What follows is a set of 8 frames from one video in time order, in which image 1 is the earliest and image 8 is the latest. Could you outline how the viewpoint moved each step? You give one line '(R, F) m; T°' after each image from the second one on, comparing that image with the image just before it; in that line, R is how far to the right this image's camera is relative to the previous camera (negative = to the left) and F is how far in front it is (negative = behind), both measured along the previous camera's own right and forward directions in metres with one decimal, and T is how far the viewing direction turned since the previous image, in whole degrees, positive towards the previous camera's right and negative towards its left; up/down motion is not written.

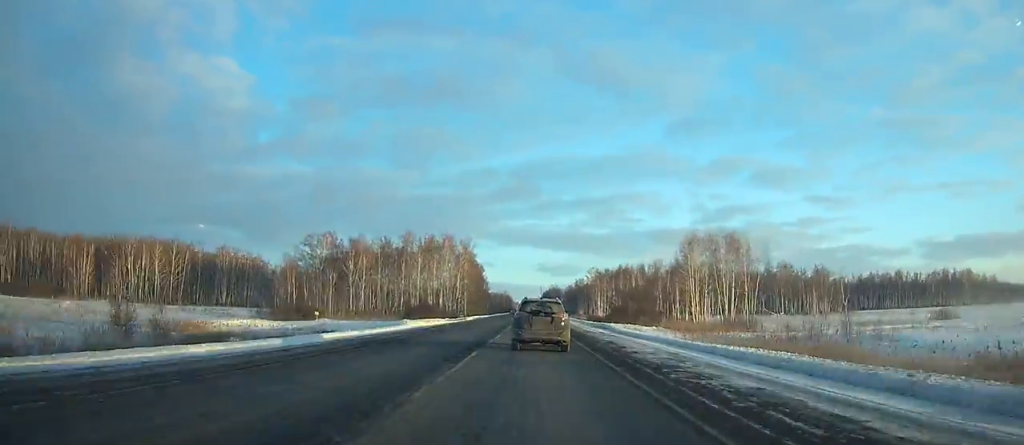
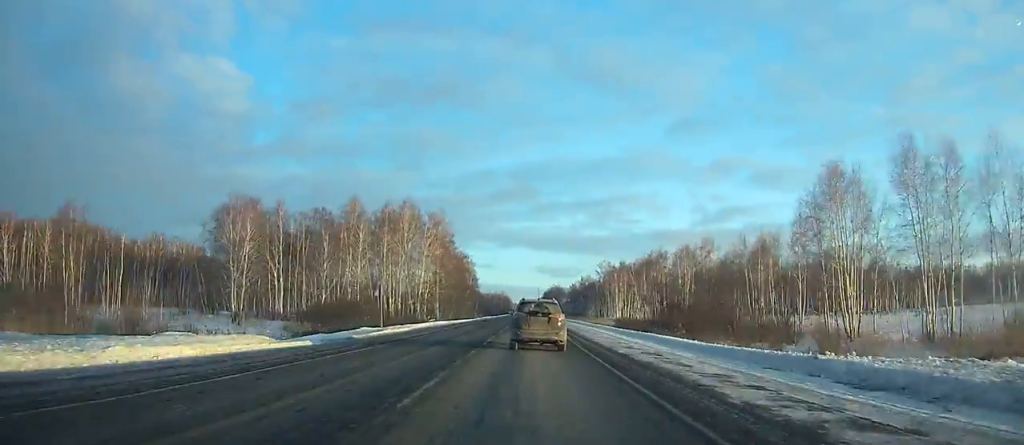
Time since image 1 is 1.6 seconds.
(+0.1, +45.9) m; 0°
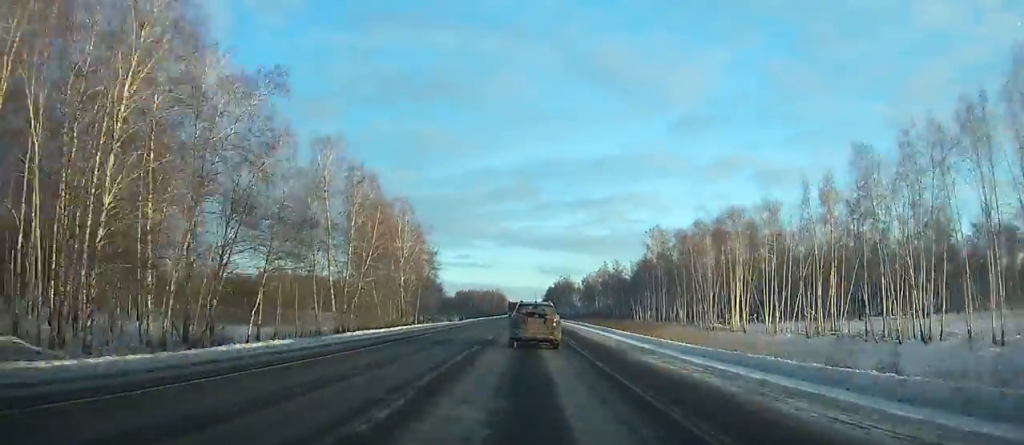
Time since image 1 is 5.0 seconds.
(-0.3, +98.1) m; 0°
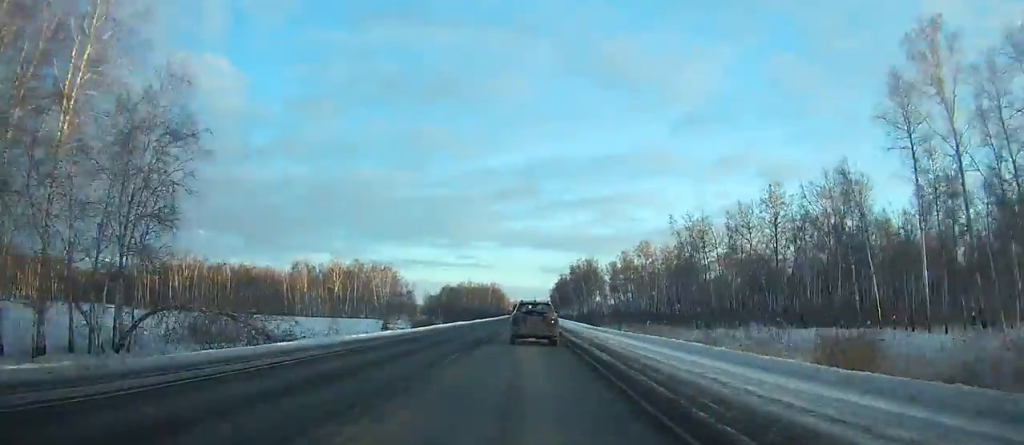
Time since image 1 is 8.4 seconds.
(0.0, +99.3) m; 0°
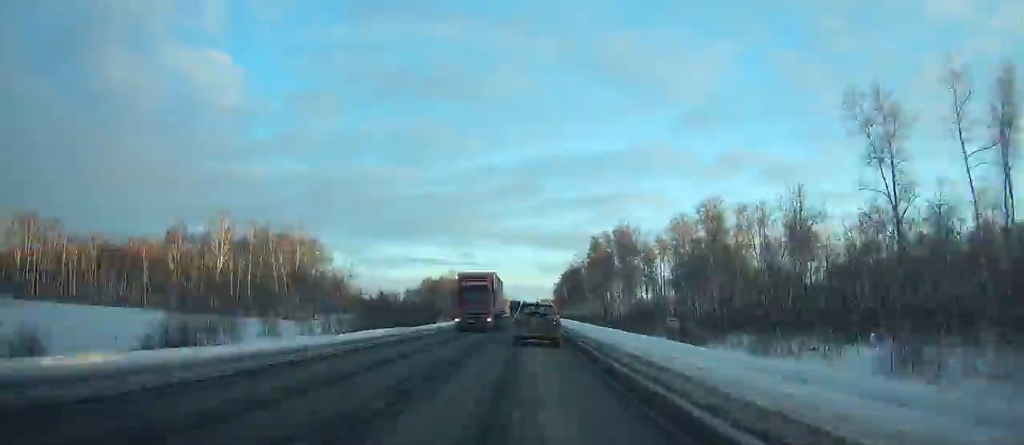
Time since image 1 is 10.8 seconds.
(0.0, +70.8) m; 0°
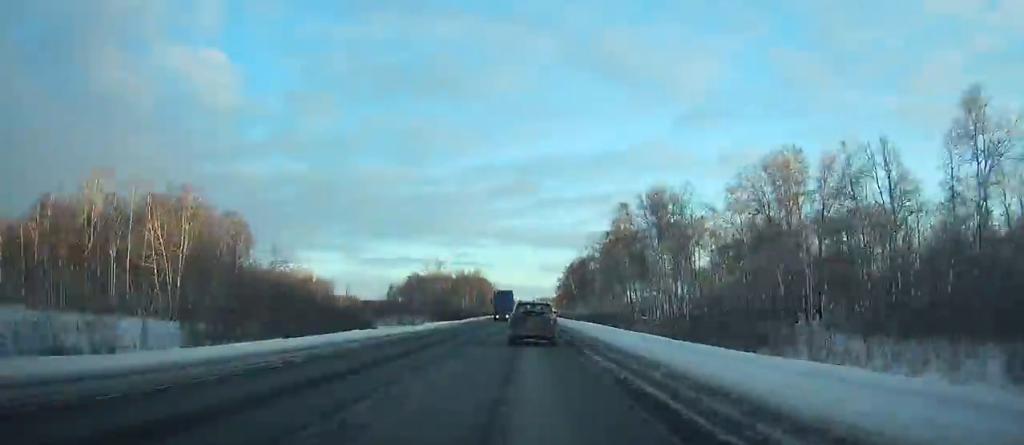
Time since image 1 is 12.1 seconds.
(0.0, +38.6) m; 0°
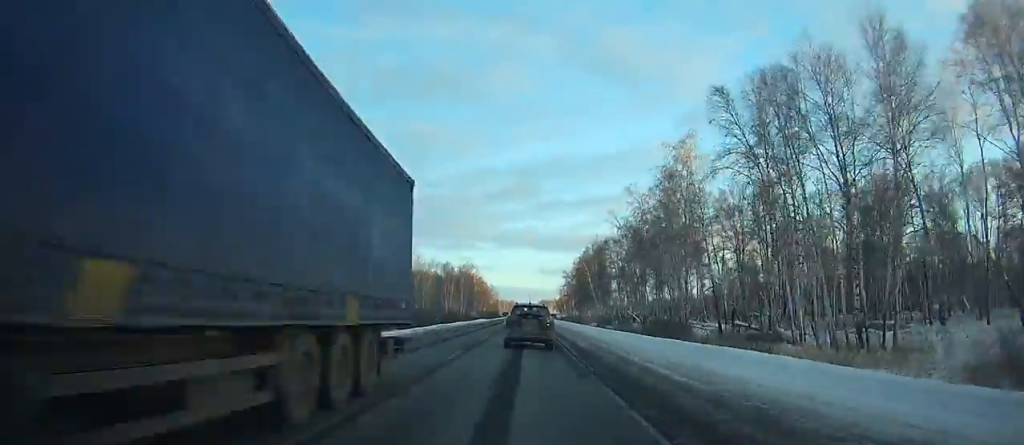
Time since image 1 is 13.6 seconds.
(0.0, +44.7) m; 0°
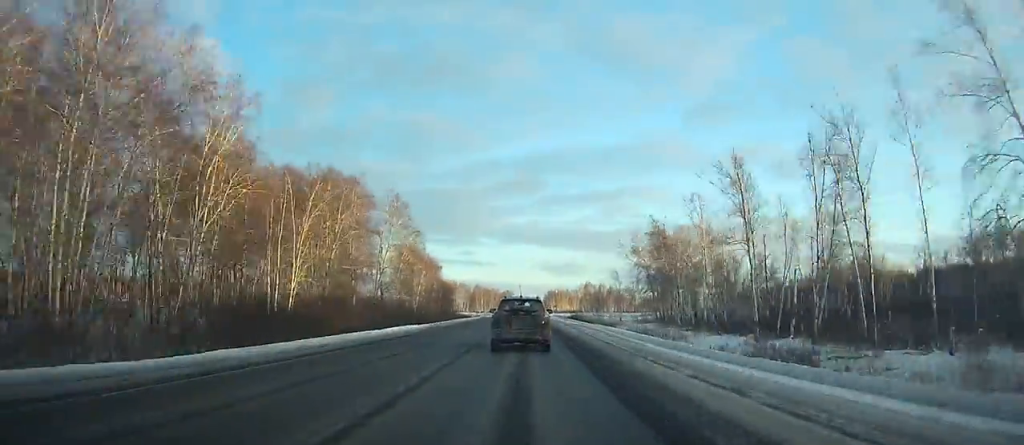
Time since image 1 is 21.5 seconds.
(-0.6, +233.9) m; 0°
